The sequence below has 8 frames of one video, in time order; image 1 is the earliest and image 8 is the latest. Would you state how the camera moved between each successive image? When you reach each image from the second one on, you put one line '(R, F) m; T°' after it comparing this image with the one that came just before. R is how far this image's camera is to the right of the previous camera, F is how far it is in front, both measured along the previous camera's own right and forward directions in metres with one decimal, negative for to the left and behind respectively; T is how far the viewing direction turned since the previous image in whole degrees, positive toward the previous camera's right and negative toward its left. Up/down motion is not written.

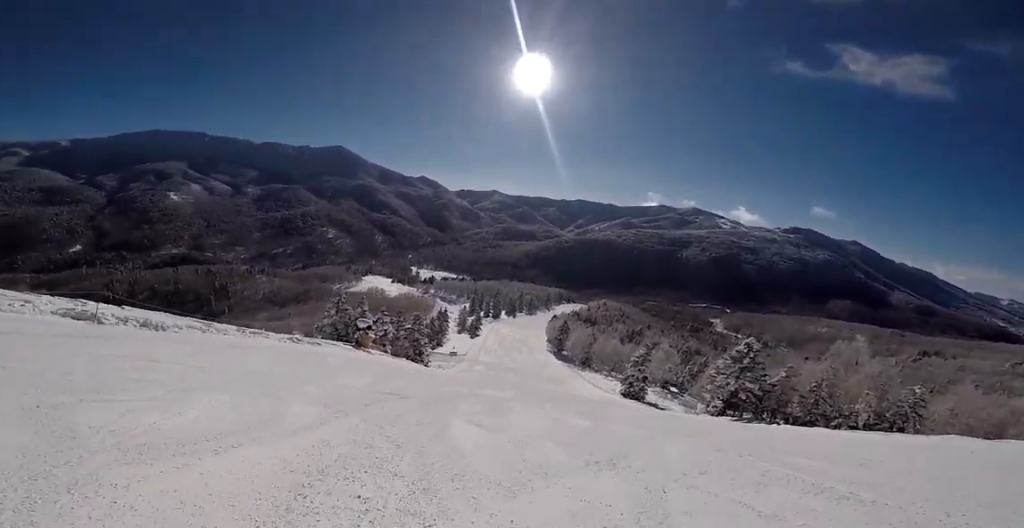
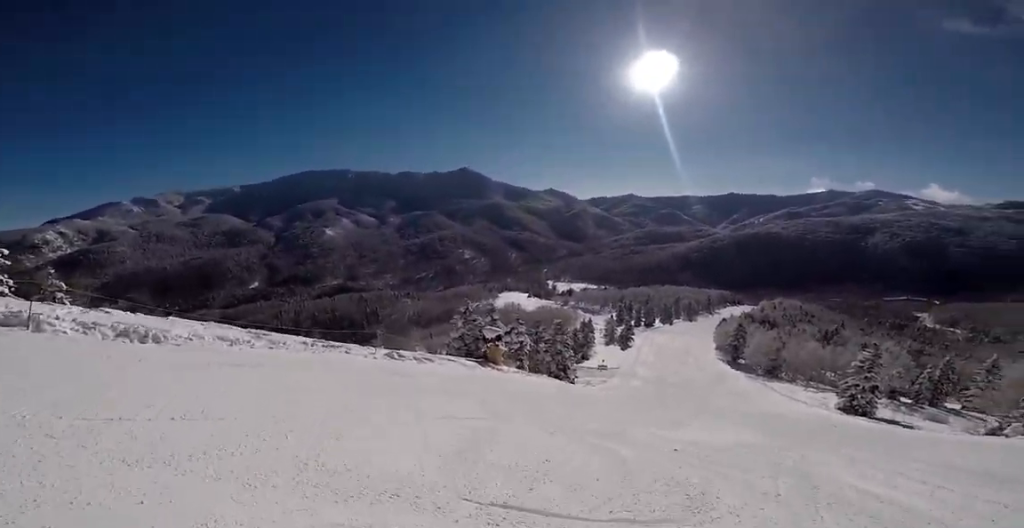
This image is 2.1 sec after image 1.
(-3.2, +8.7) m; -5°
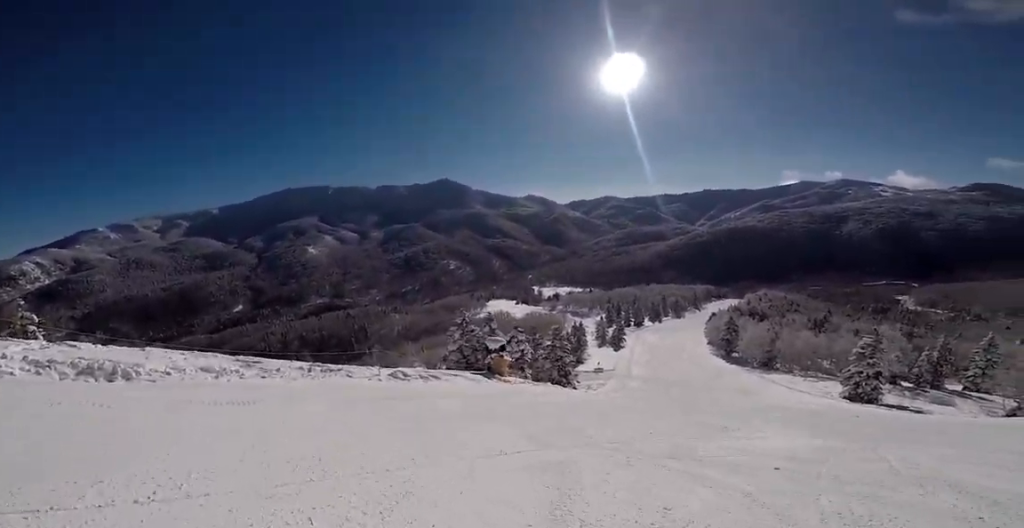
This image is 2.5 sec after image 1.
(+0.2, +1.9) m; +8°
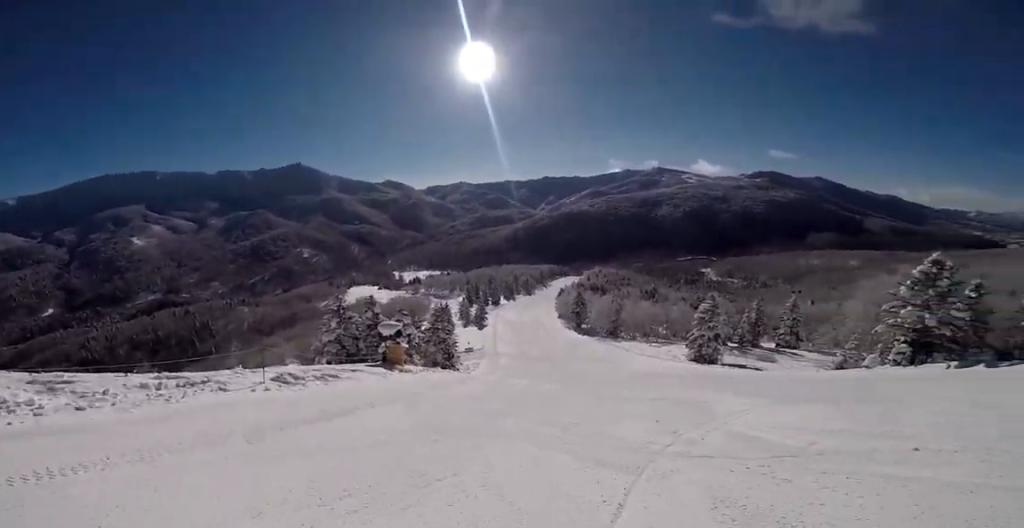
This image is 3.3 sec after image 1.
(+0.3, +3.9) m; +14°
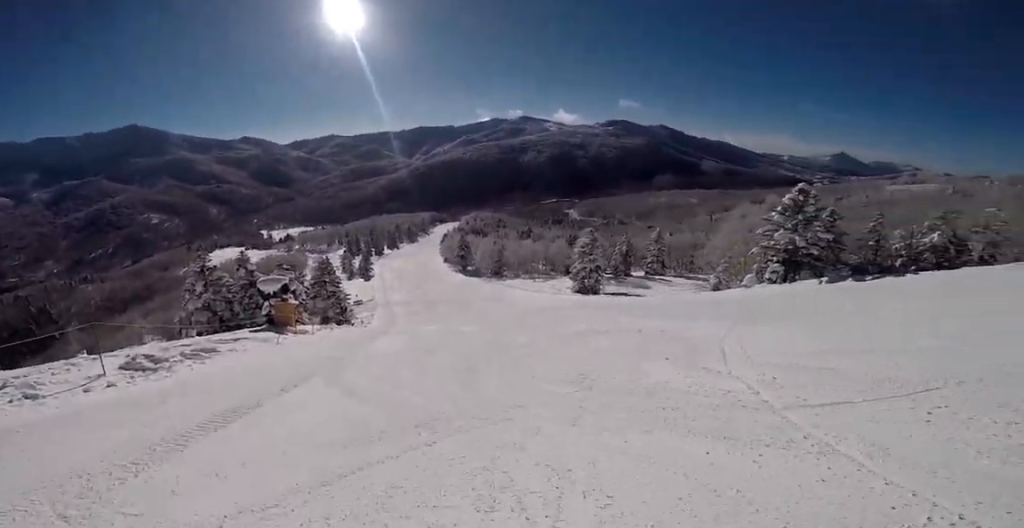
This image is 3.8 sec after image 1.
(+0.4, +2.6) m; +19°
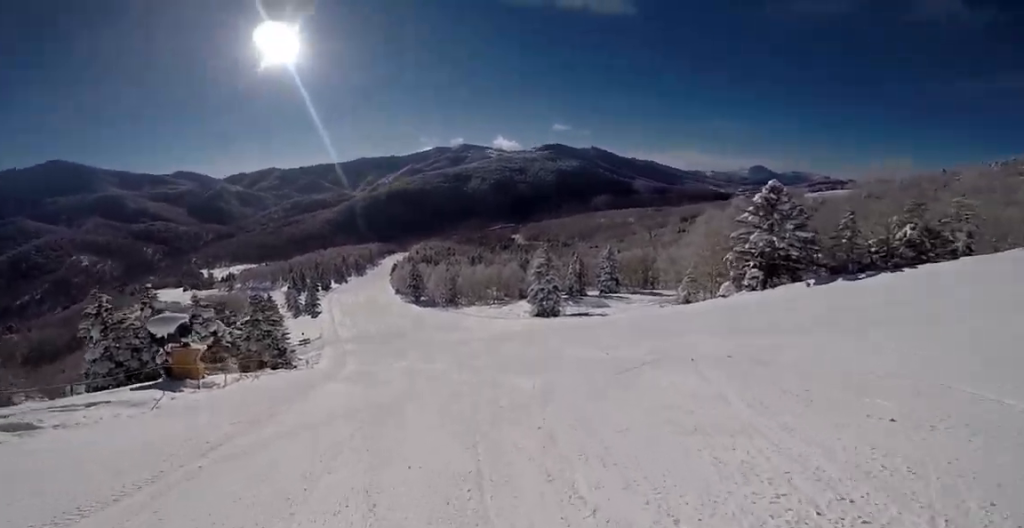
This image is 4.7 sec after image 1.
(+1.1, +4.1) m; +18°
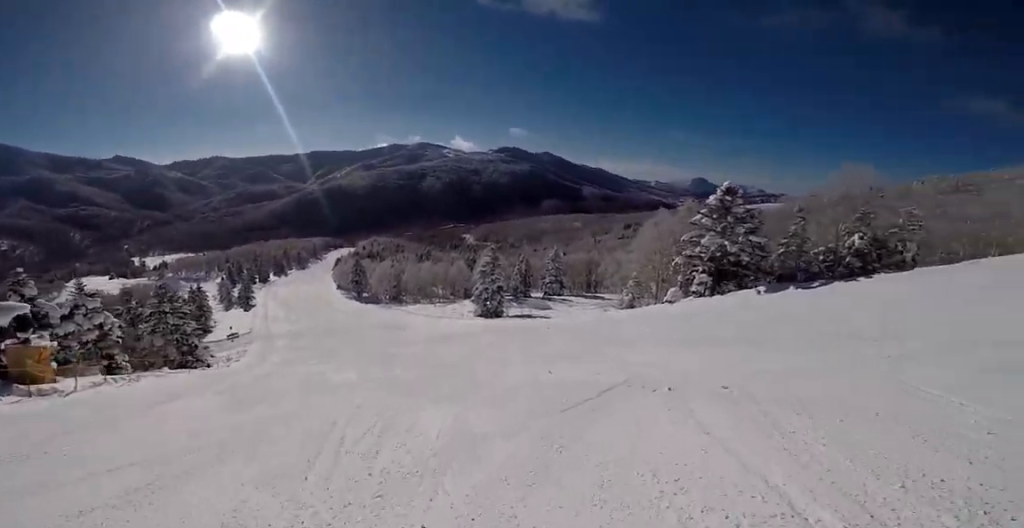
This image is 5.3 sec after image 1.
(+0.9, +3.2) m; +5°
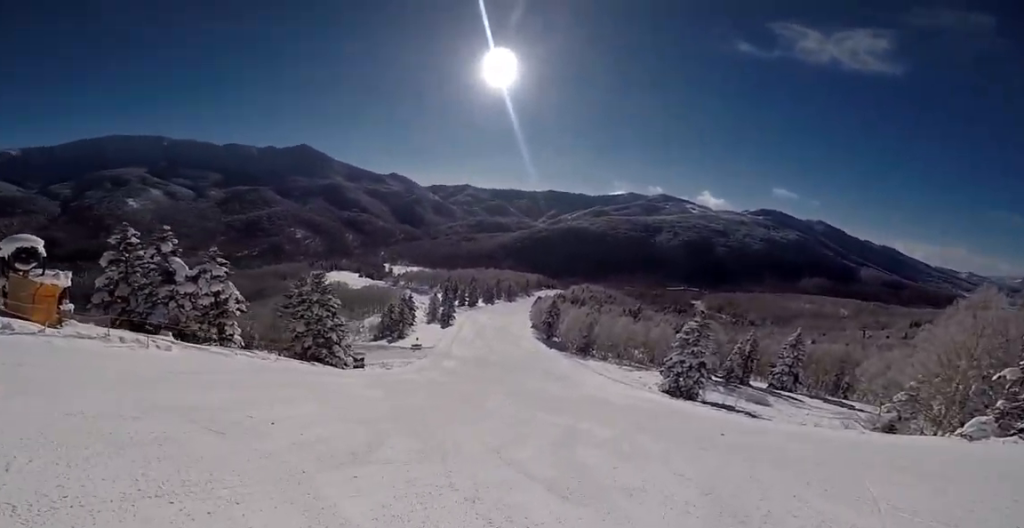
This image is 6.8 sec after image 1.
(-2.8, +8.8) m; -36°
